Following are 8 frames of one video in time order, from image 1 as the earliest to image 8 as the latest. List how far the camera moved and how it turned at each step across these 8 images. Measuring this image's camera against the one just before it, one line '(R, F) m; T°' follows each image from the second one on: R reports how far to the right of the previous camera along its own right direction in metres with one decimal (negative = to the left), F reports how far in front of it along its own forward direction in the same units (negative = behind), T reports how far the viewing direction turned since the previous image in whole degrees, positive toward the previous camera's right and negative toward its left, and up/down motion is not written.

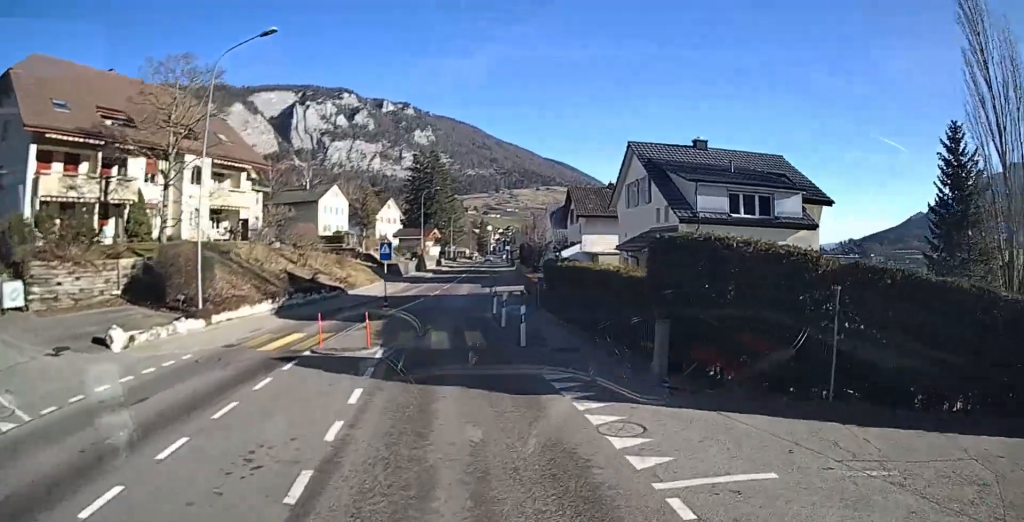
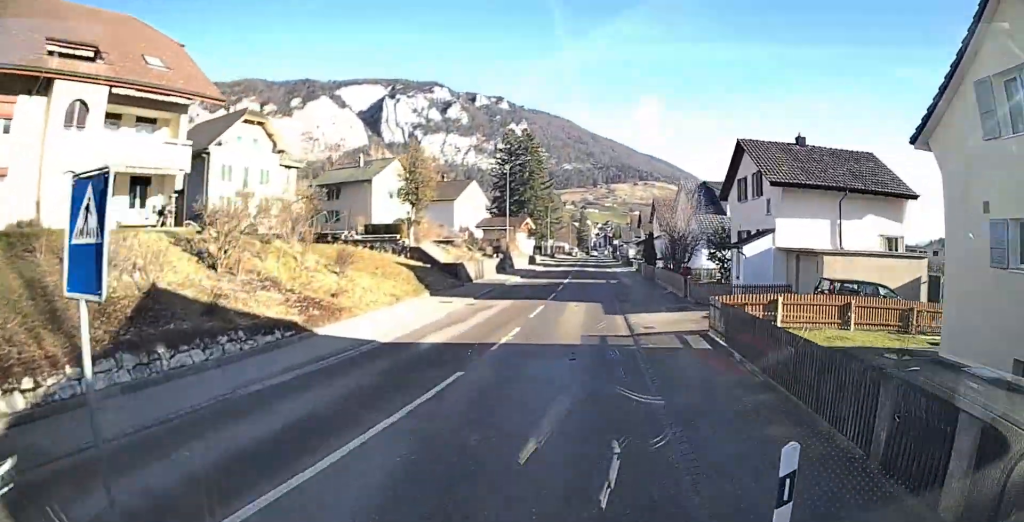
(-1.7, +18.2) m; -12°
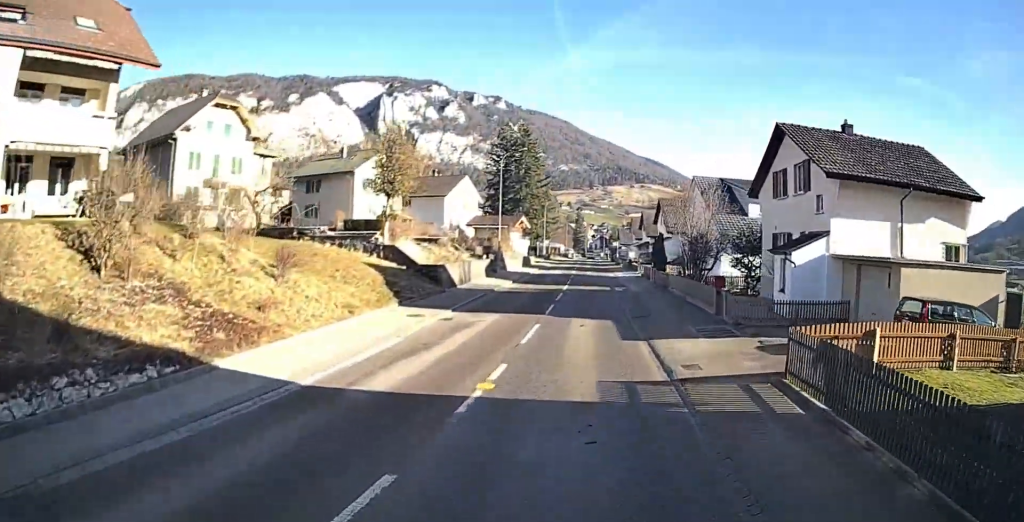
(-0.3, +4.9) m; -3°
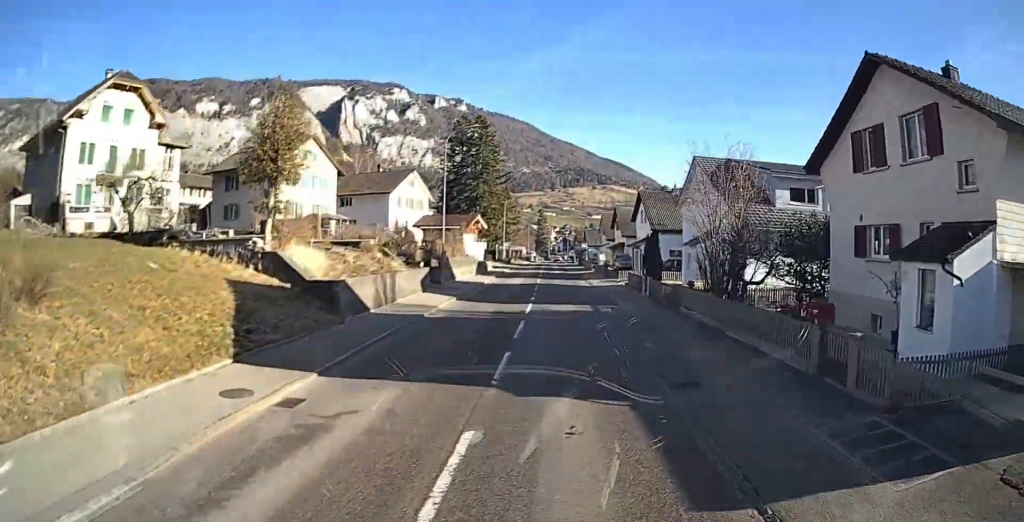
(0.0, +9.6) m; +1°
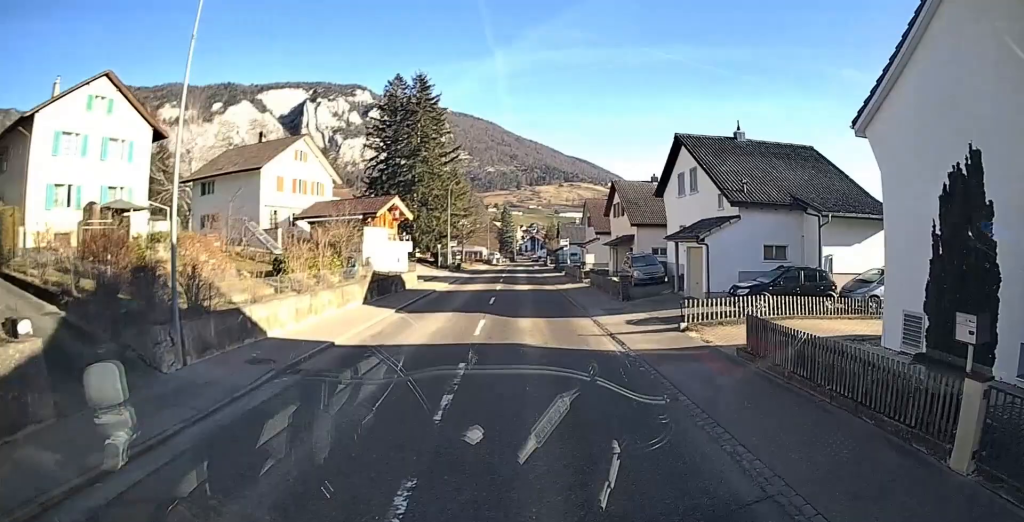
(+0.1, +24.1) m; 0°
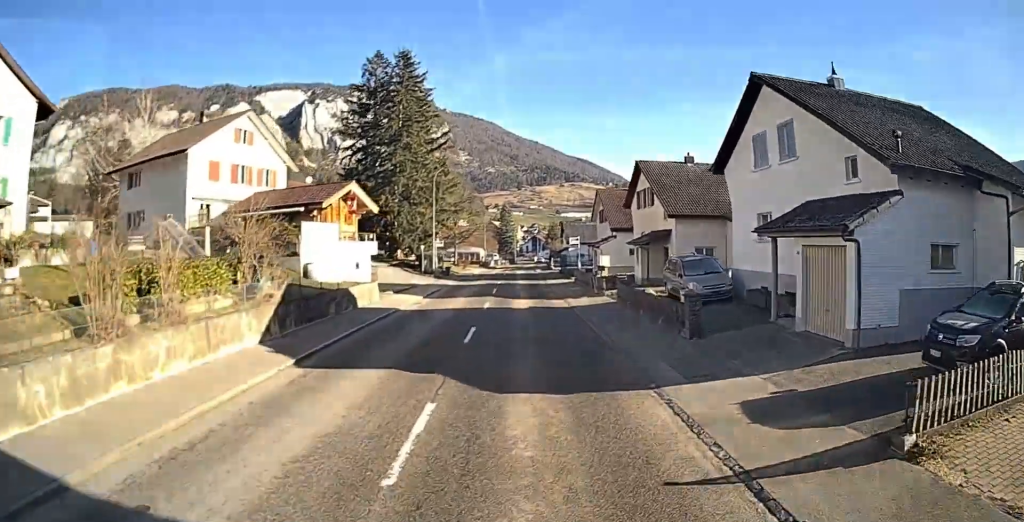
(0.0, +10.1) m; +1°
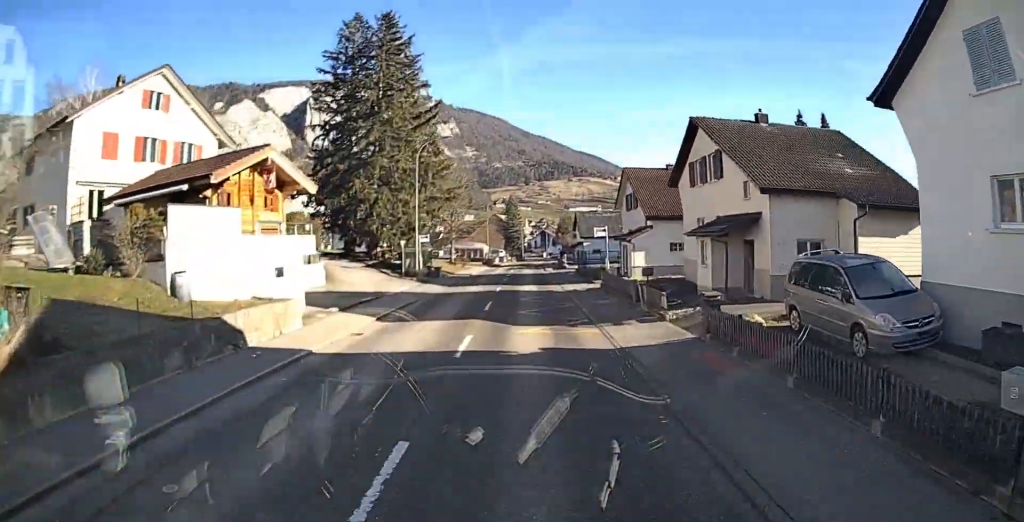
(+0.1, +11.0) m; 0°
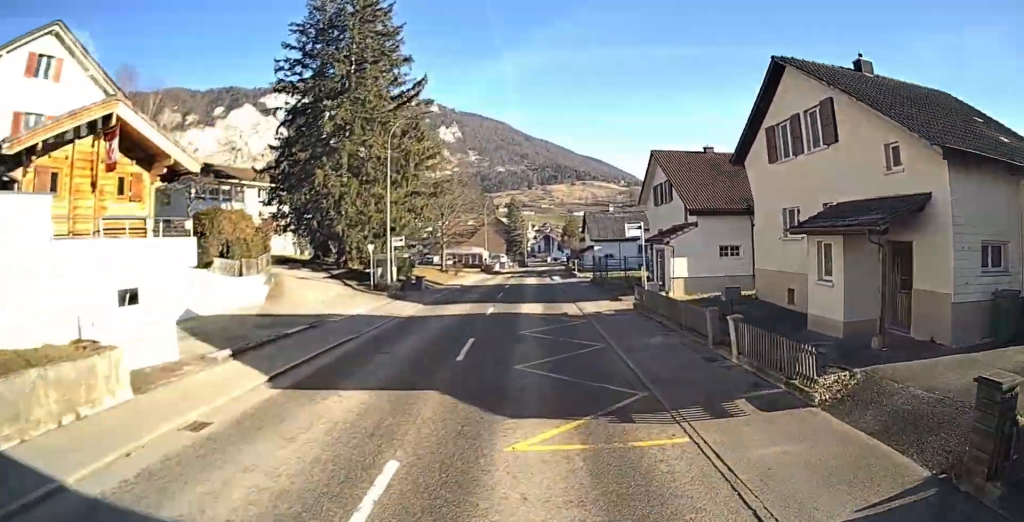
(0.0, +8.6) m; 0°
